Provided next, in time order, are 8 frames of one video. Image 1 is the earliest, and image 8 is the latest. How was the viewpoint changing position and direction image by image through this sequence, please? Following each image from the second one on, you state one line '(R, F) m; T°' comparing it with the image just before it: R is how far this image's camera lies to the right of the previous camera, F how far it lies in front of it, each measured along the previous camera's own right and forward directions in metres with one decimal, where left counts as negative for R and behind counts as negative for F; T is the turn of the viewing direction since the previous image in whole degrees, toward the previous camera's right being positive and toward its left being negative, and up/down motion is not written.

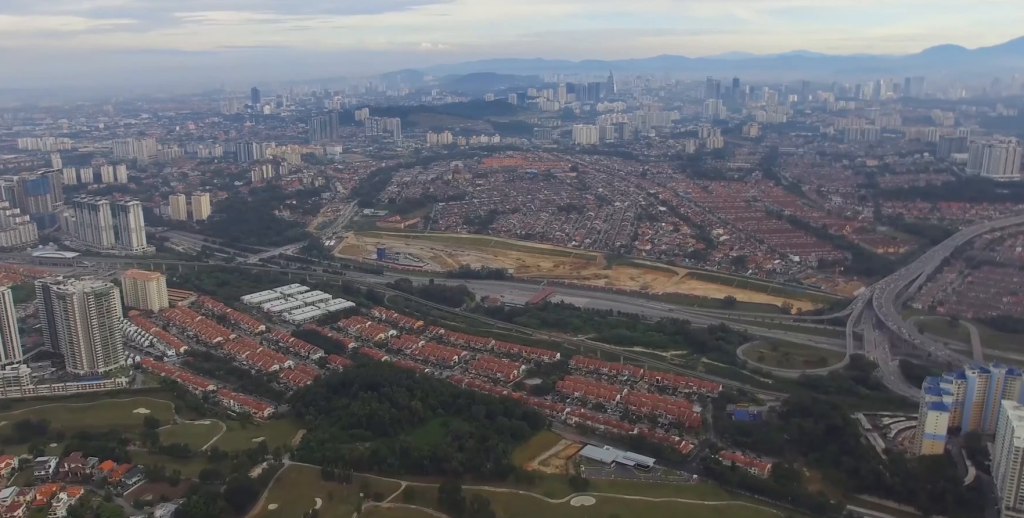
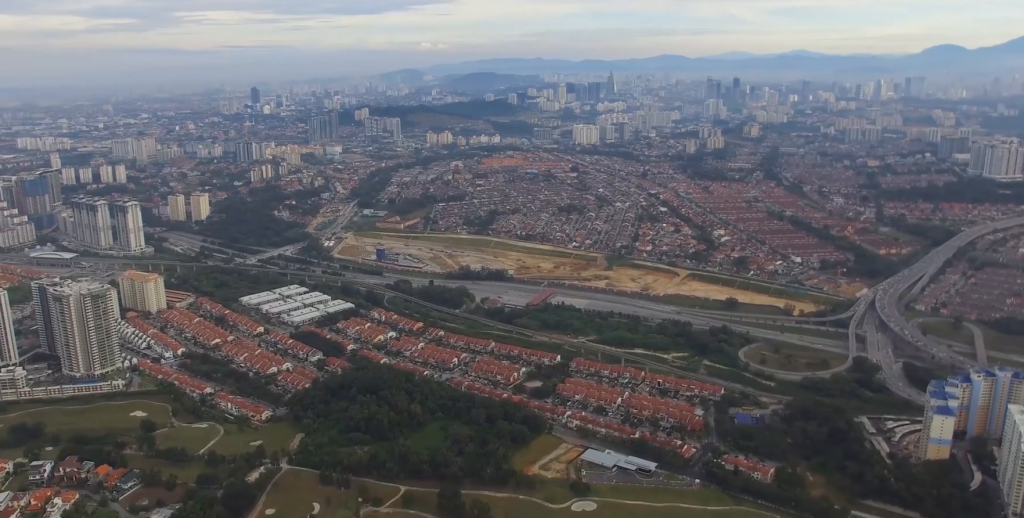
(0.0, +8.7) m; 0°
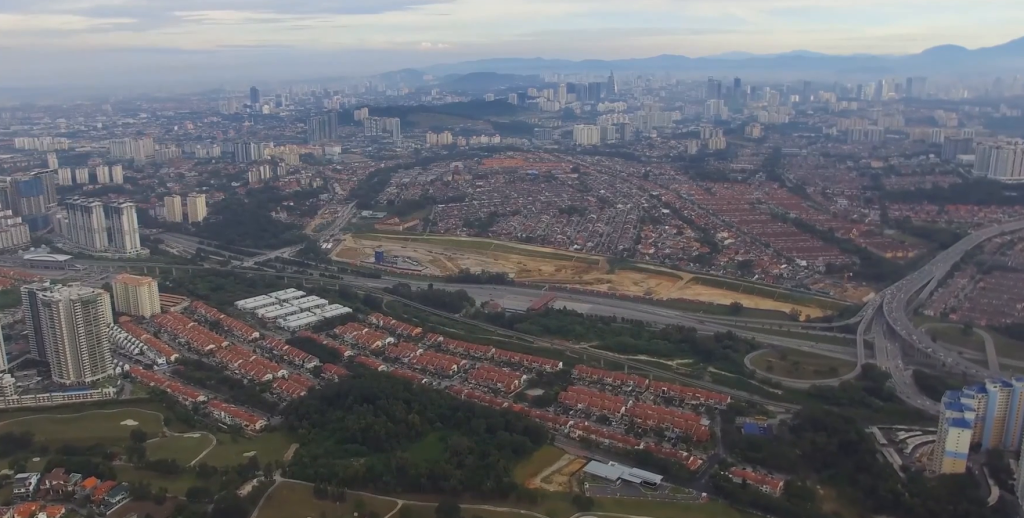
(0.0, +23.4) m; 0°
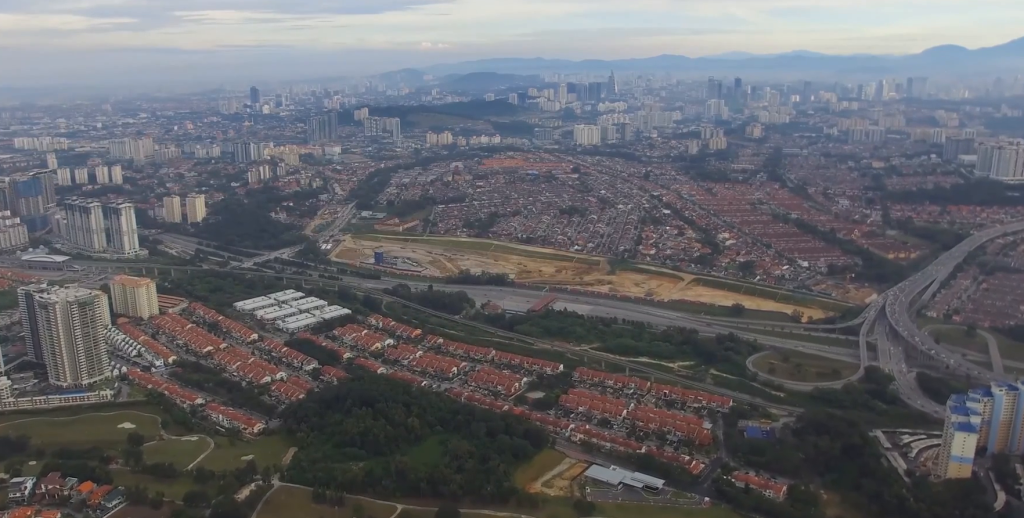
(0.0, +7.6) m; 0°
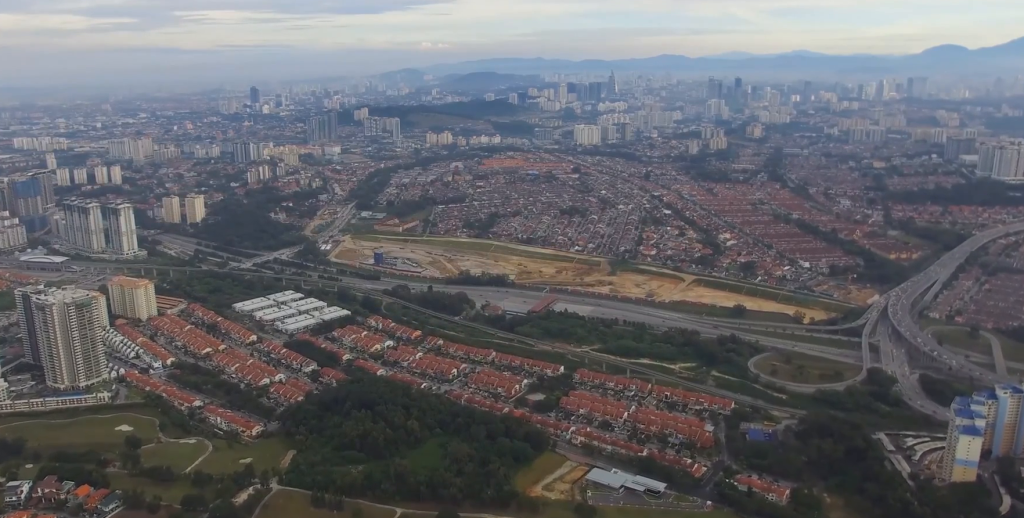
(0.0, +6.1) m; 0°
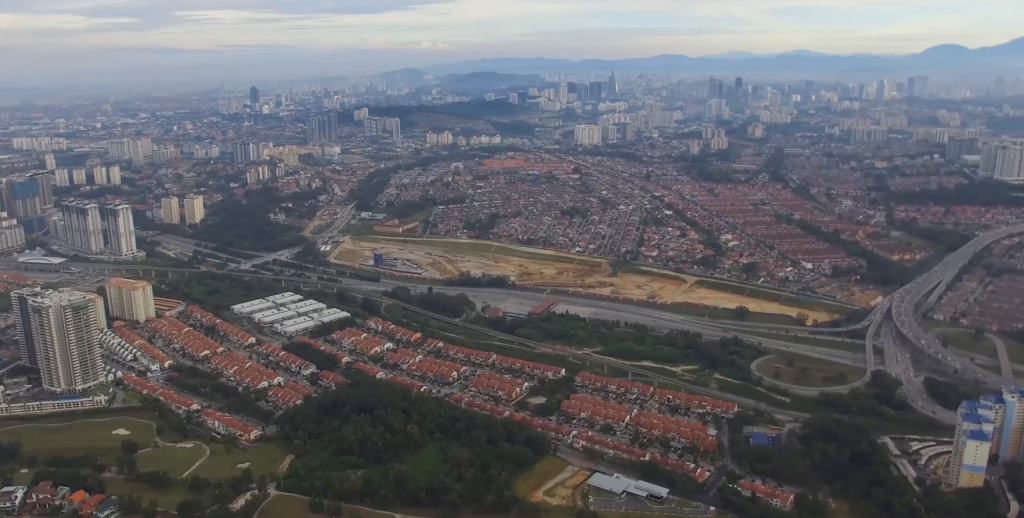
(0.0, +9.2) m; 0°
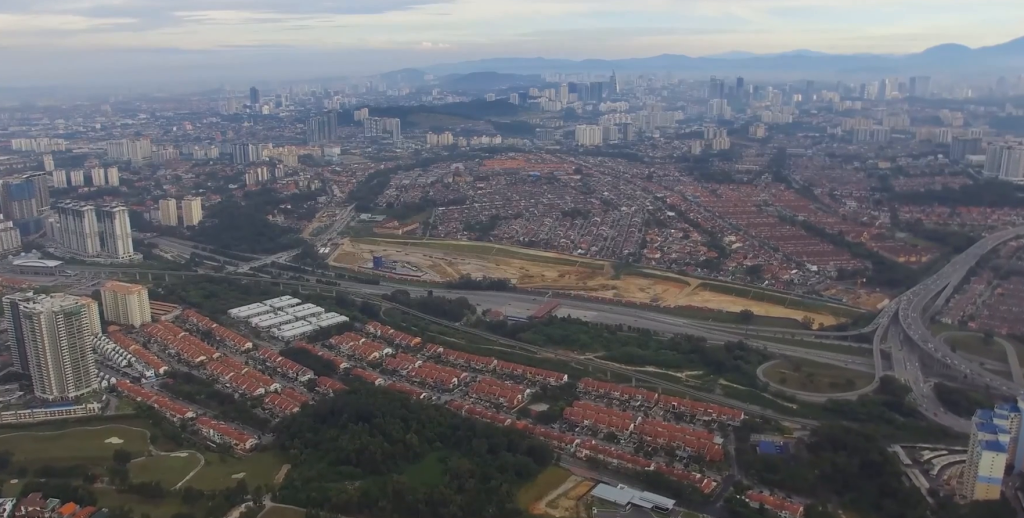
(0.0, +18.3) m; 0°
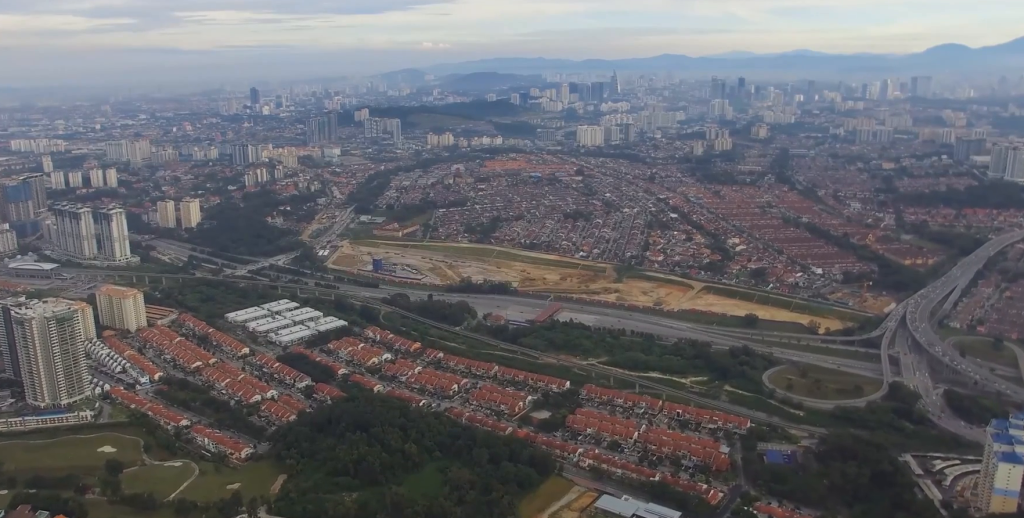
(0.0, +18.3) m; 0°
